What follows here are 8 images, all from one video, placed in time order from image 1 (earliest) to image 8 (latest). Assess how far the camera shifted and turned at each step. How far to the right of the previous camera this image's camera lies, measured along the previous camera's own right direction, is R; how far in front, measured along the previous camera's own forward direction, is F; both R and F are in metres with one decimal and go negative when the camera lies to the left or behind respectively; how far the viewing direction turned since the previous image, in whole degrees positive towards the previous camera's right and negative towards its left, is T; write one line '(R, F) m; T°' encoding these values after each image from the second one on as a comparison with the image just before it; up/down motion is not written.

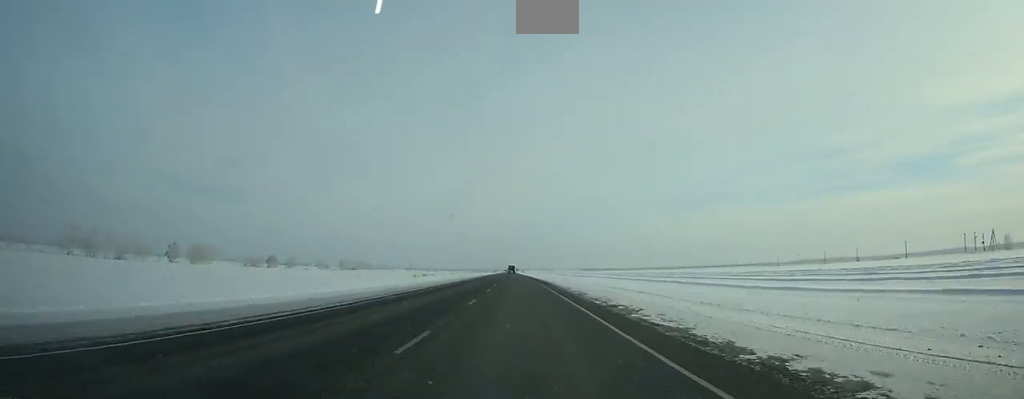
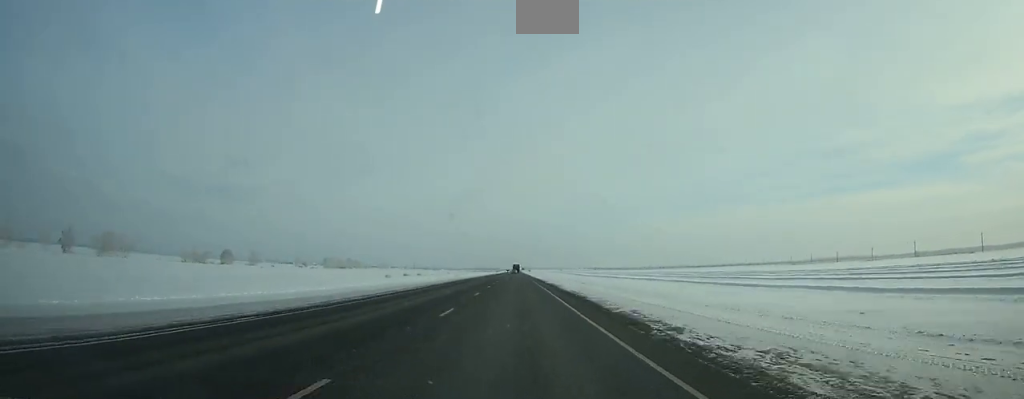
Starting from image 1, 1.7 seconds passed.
(-0.4, +53.9) m; -1°
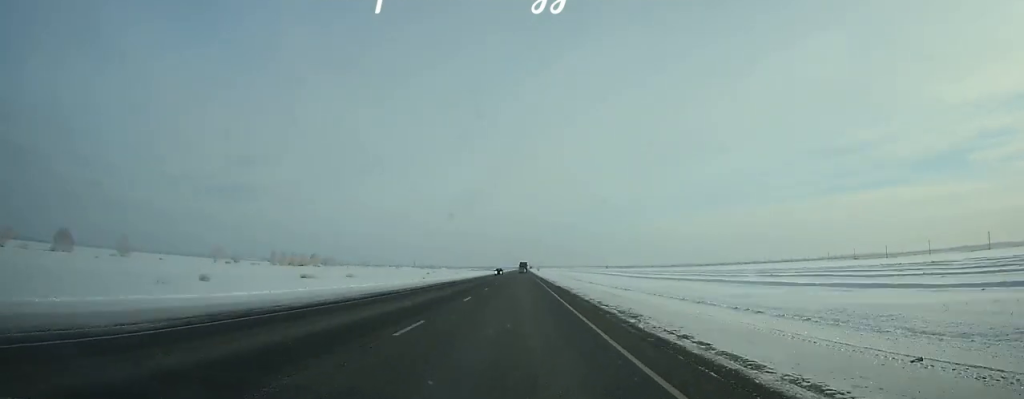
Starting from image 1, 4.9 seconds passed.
(-0.6, +100.7) m; 0°
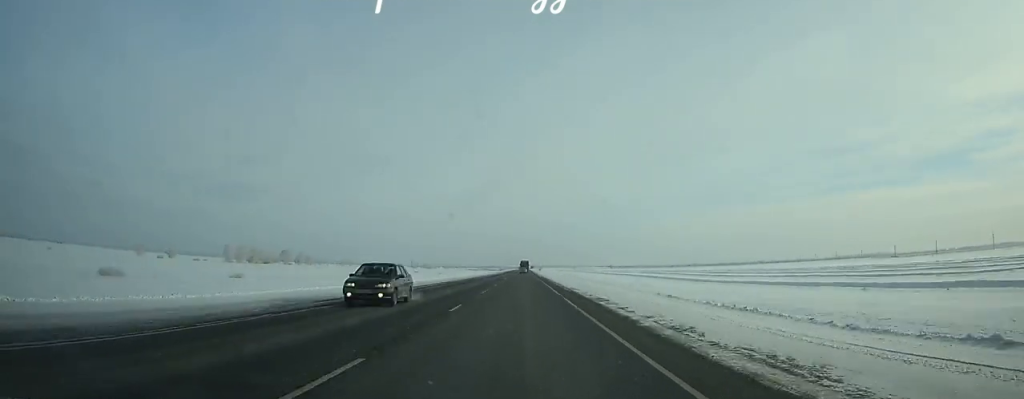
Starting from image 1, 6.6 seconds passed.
(0.0, +53.1) m; 0°
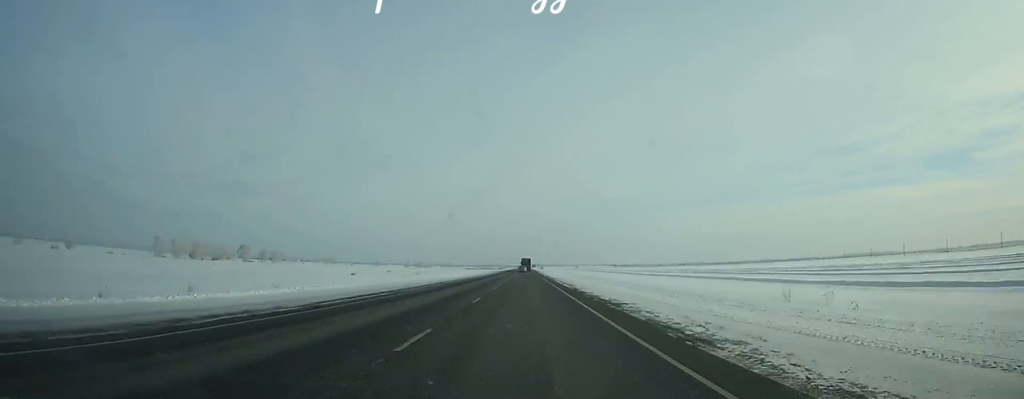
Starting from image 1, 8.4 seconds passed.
(0.0, +54.3) m; 0°
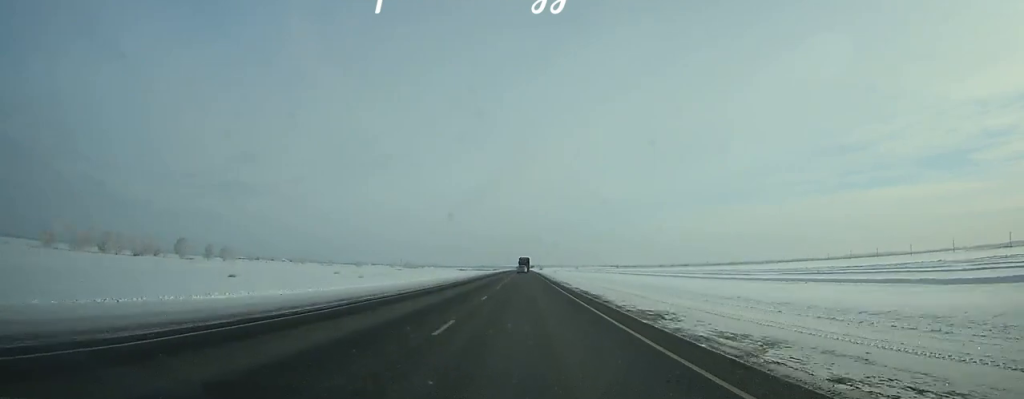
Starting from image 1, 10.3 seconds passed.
(0.0, +56.3) m; 0°
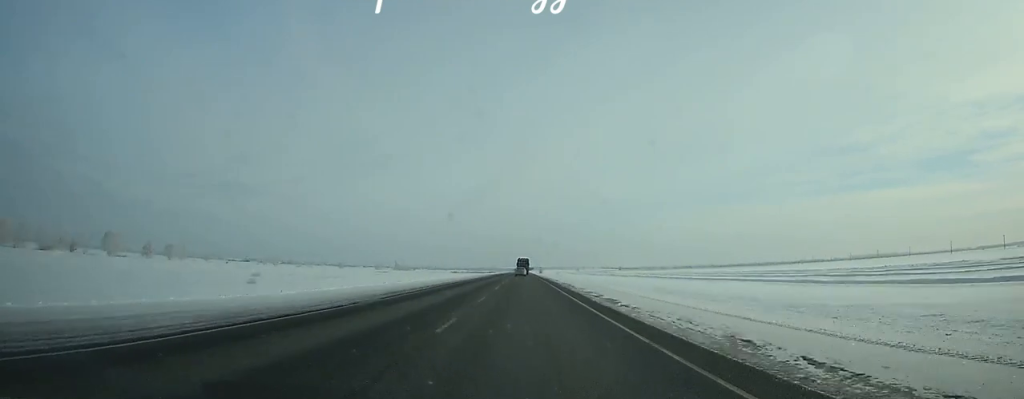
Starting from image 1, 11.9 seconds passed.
(0.0, +45.3) m; 0°
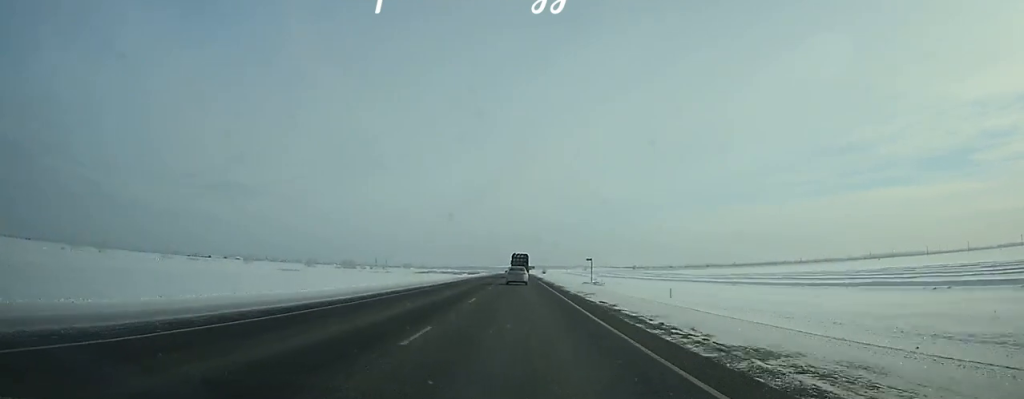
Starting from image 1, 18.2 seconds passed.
(+0.3, +159.5) m; 0°
